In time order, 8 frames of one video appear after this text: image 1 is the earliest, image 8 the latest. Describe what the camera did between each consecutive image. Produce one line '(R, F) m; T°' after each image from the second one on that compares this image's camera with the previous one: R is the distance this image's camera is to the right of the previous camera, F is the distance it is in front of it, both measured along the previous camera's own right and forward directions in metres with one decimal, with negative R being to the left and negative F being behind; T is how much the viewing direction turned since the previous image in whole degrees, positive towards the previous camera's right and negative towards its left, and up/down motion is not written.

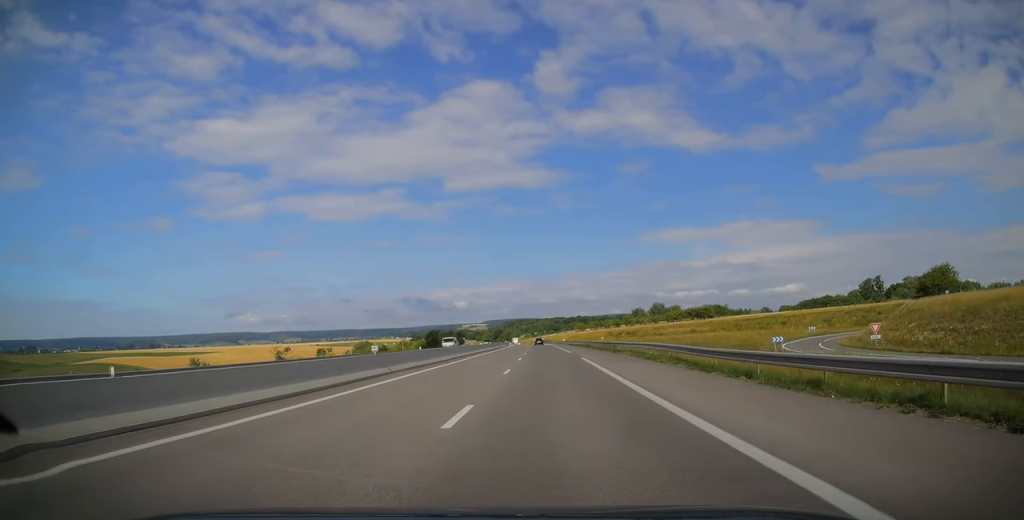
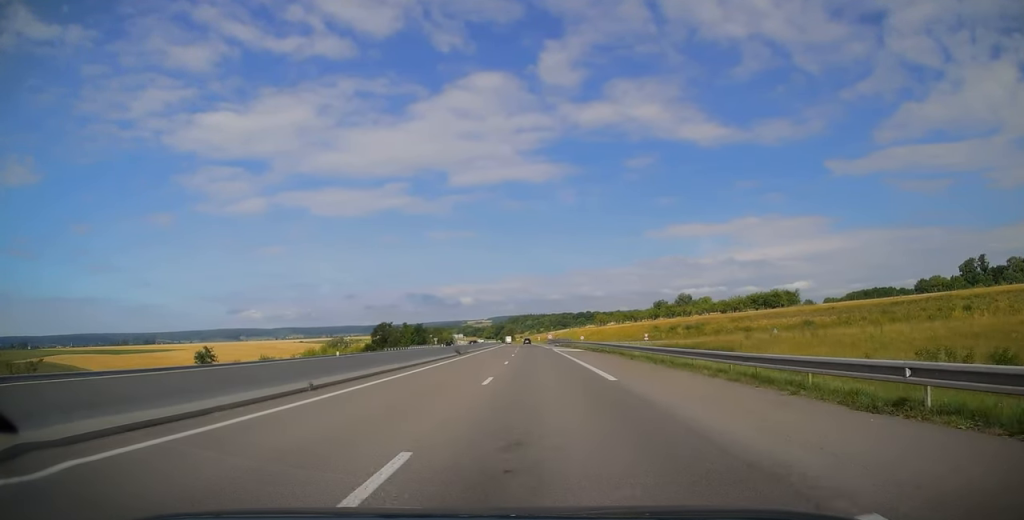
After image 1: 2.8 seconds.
(-0.9, +83.6) m; -2°
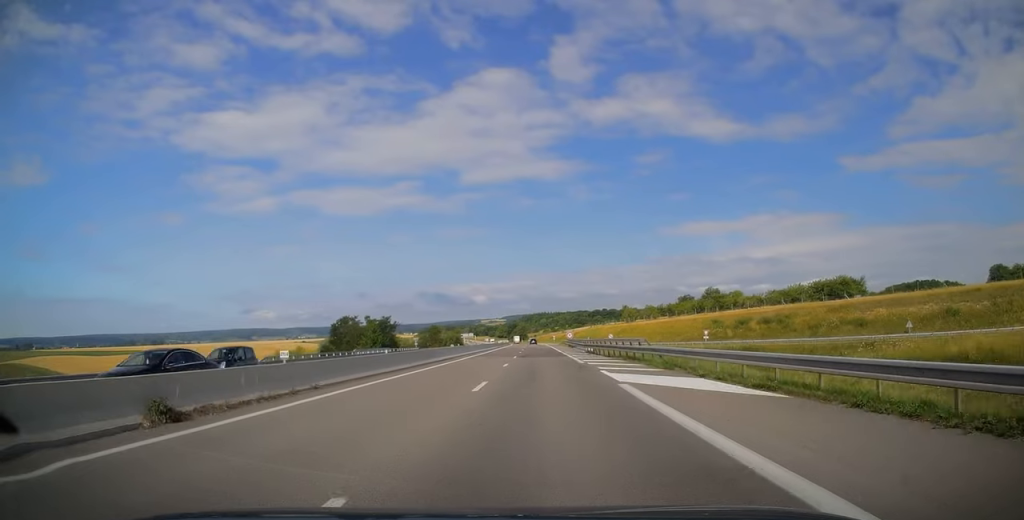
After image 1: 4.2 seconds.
(-0.9, +41.3) m; -1°
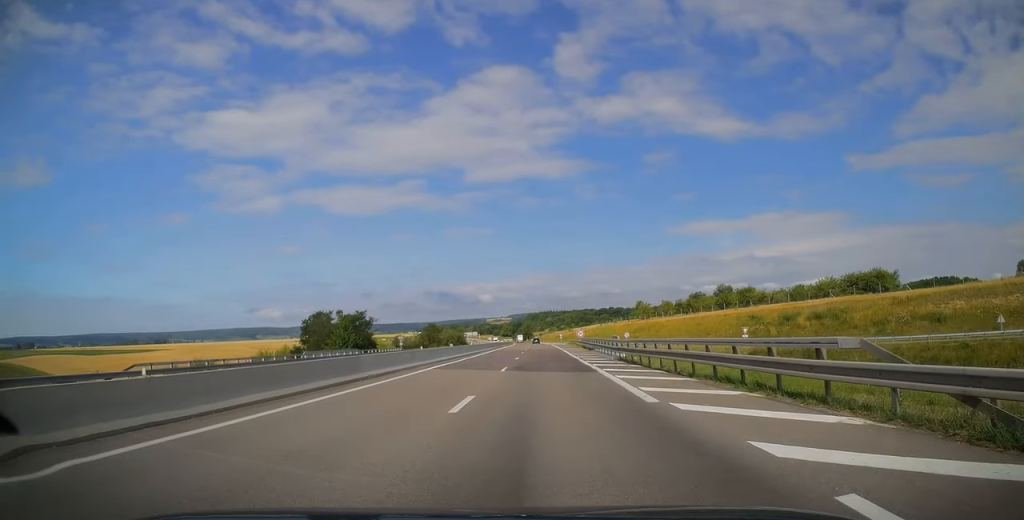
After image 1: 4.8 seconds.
(+0.2, +17.2) m; 0°
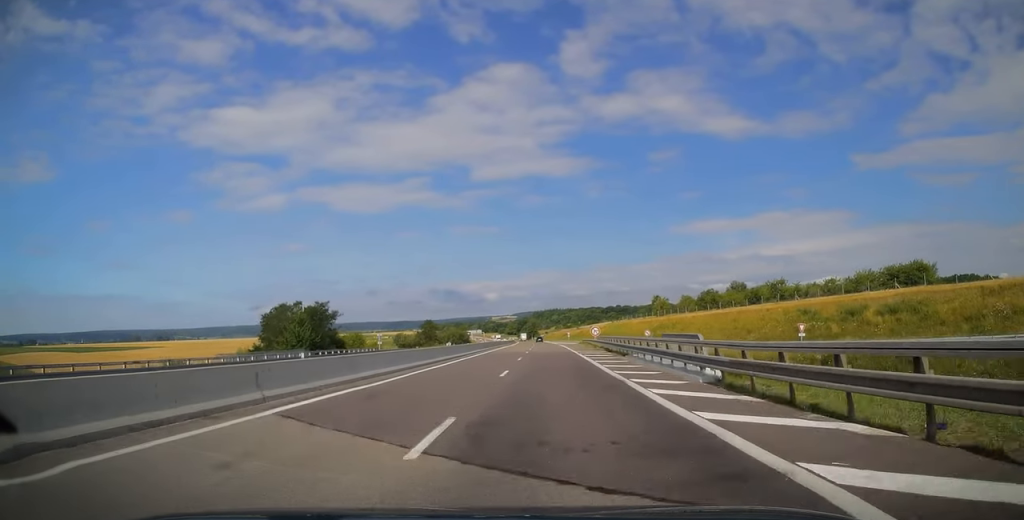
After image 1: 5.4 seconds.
(-0.2, +17.2) m; 0°
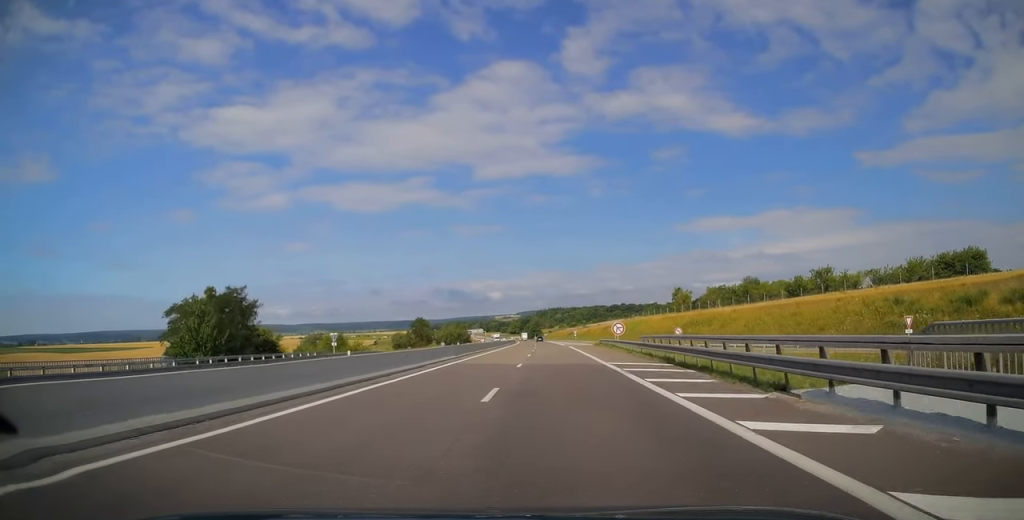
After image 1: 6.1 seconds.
(-0.1, +20.7) m; 0°
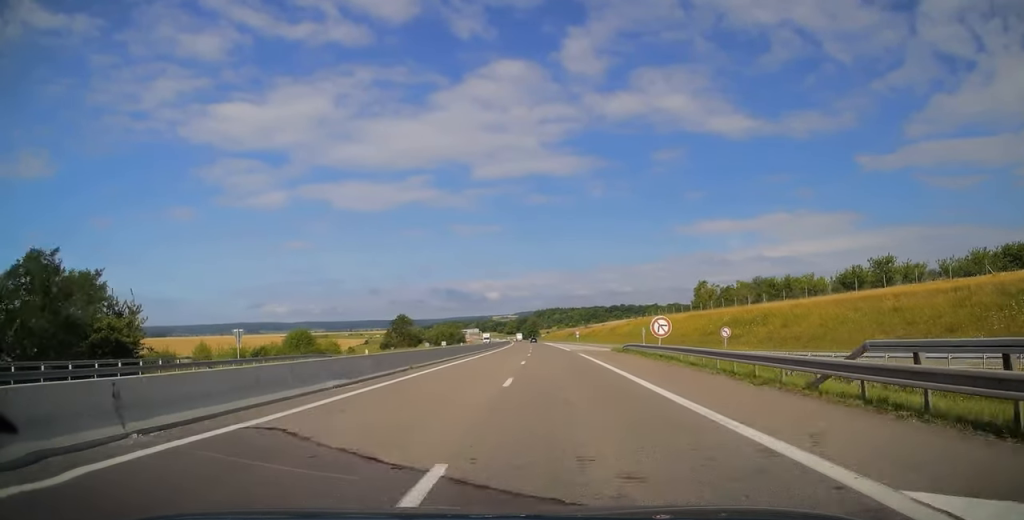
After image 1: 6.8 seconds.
(0.0, +21.6) m; 0°
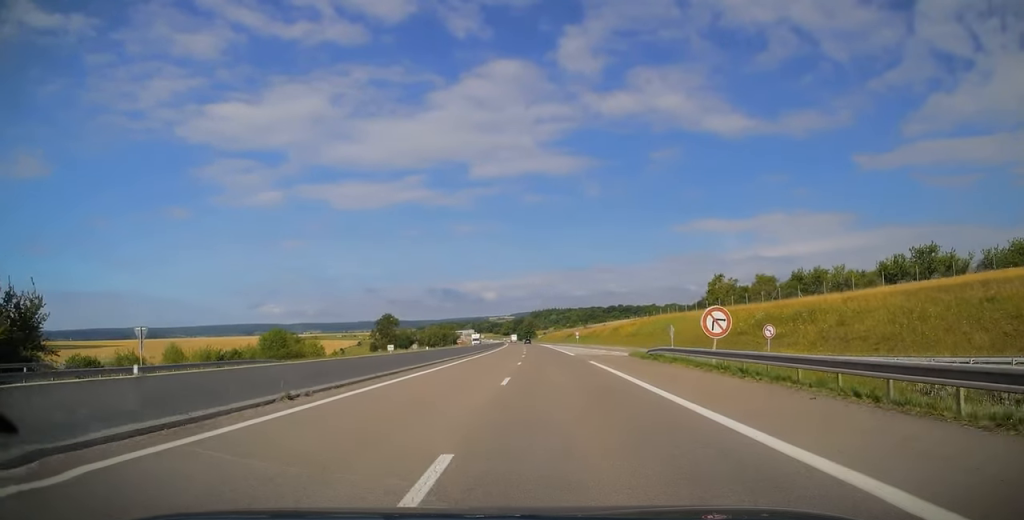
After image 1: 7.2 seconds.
(0.0, +12.3) m; 0°
